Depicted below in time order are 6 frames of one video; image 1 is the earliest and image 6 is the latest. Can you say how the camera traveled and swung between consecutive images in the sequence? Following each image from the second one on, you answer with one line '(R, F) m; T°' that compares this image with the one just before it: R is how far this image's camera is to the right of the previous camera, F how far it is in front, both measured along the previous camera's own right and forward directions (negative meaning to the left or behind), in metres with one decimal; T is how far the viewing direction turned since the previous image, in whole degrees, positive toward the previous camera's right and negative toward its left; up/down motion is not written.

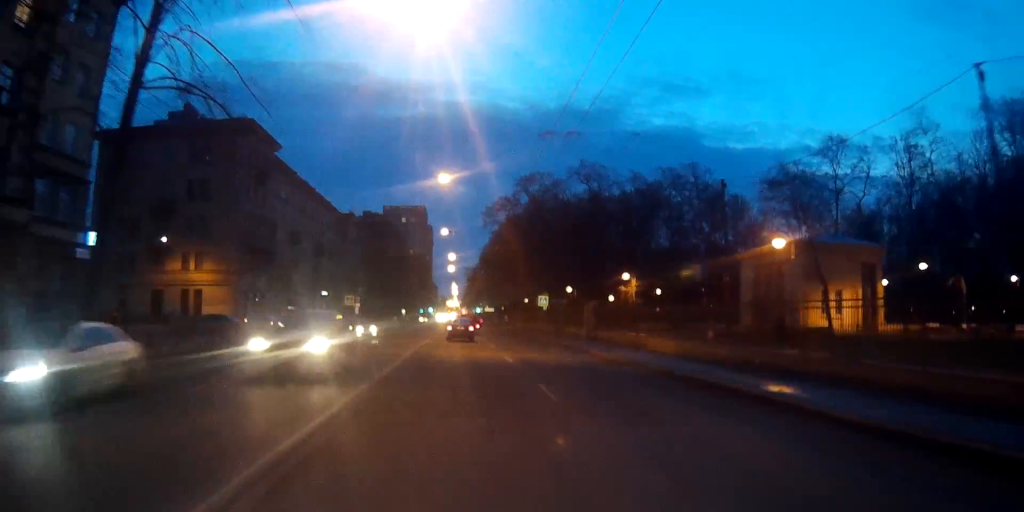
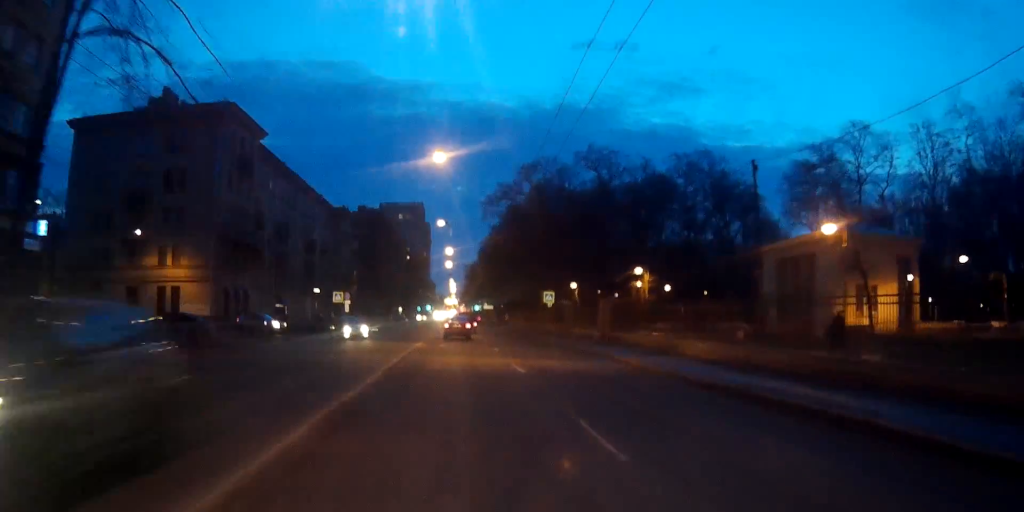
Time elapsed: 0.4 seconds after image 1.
(0.0, +5.8) m; 0°
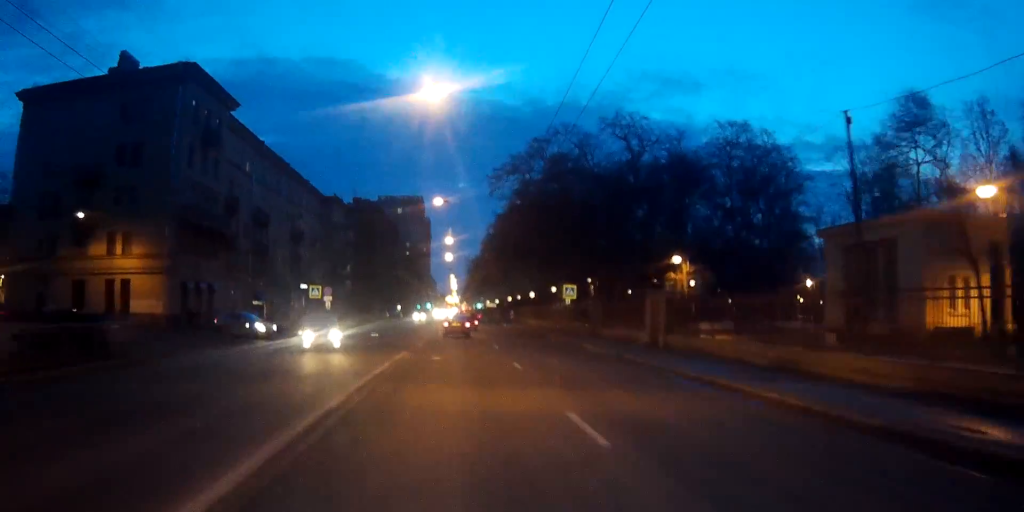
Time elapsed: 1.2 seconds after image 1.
(+0.1, +11.2) m; 0°
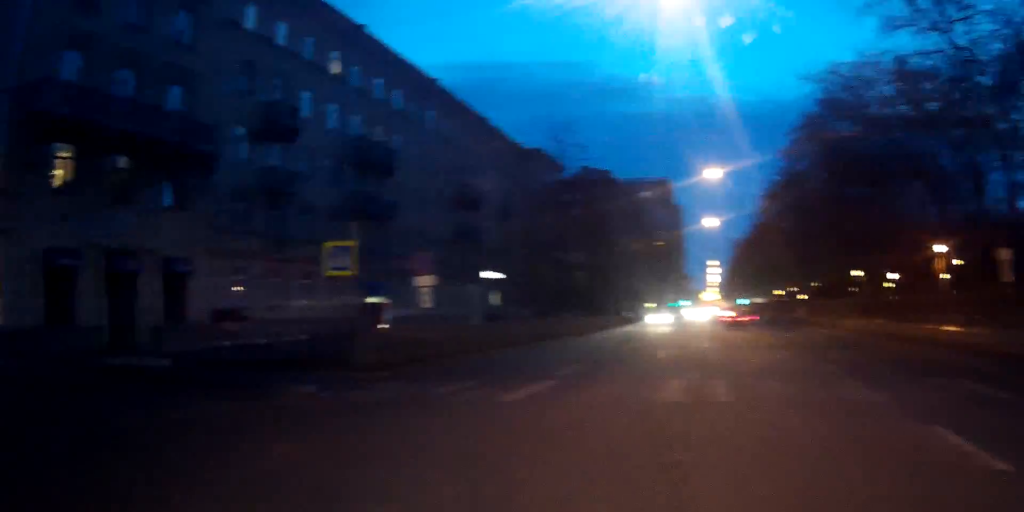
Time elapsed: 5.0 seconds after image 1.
(-0.9, +38.1) m; -21°
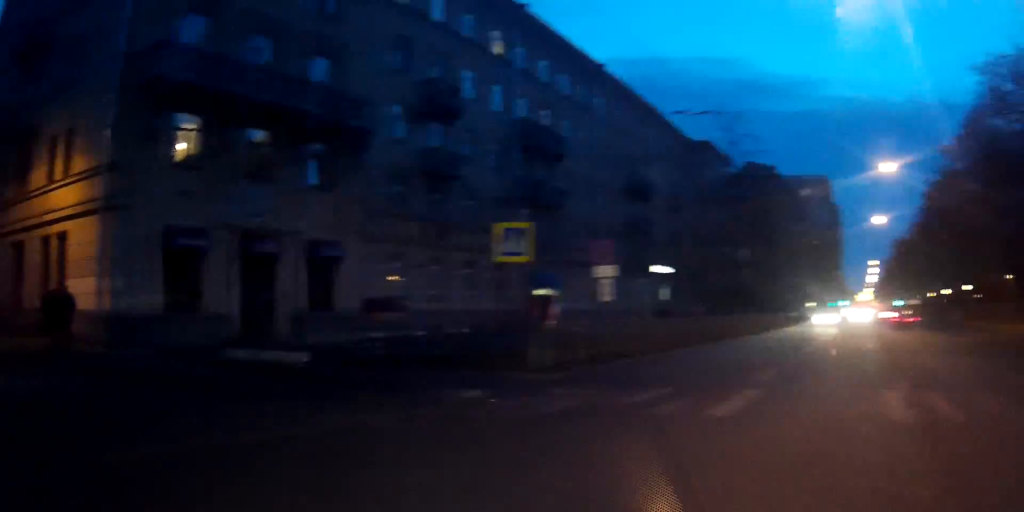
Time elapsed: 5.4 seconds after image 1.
(0.0, +2.5) m; -9°
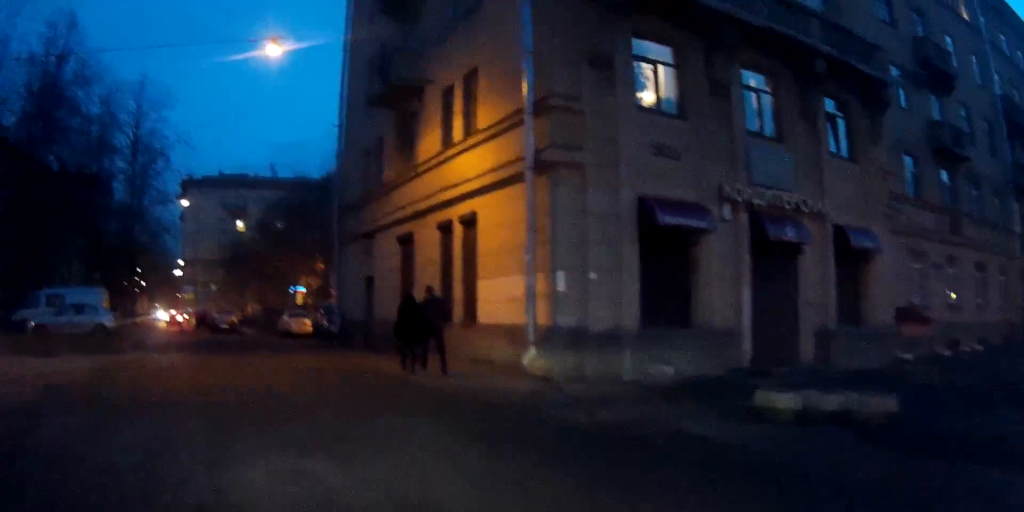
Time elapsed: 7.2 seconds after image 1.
(-2.6, +6.7) m; -36°
